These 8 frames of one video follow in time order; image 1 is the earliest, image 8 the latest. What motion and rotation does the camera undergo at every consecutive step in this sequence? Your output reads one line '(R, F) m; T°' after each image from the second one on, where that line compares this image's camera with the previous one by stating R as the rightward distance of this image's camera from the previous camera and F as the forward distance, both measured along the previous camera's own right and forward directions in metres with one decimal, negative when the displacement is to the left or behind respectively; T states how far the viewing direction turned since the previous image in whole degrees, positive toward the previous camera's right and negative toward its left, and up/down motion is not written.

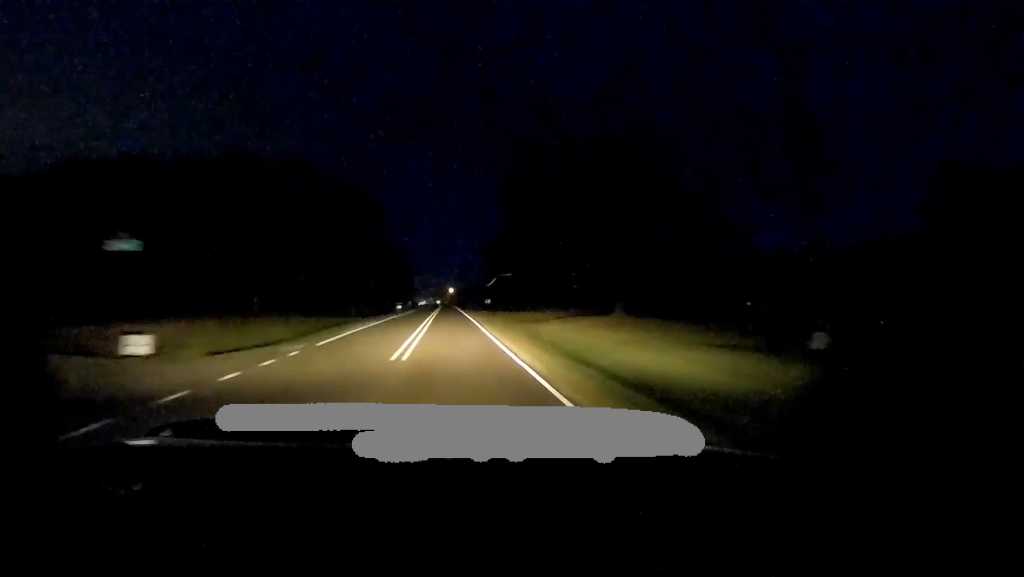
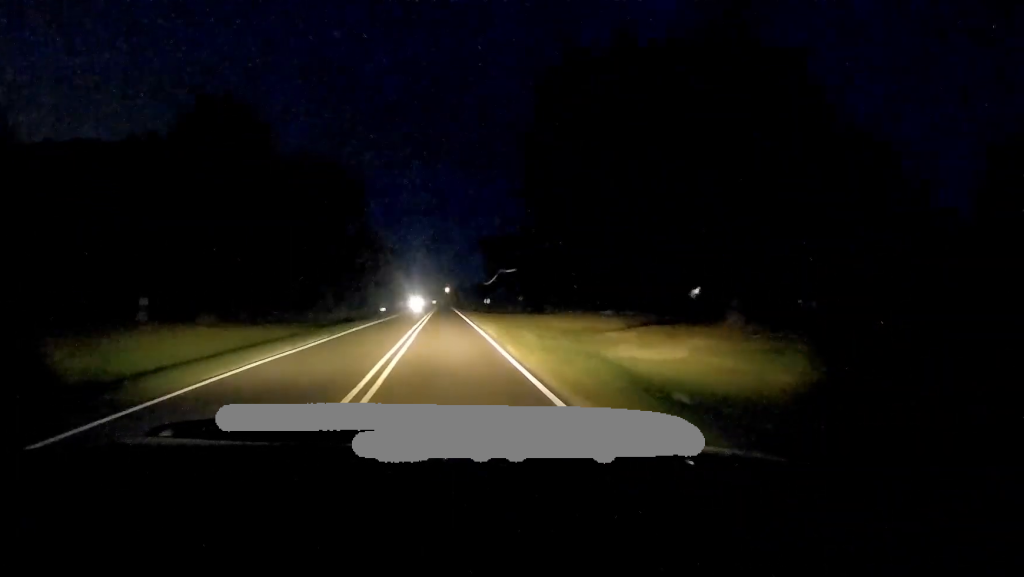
(+0.3, +13.9) m; 0°
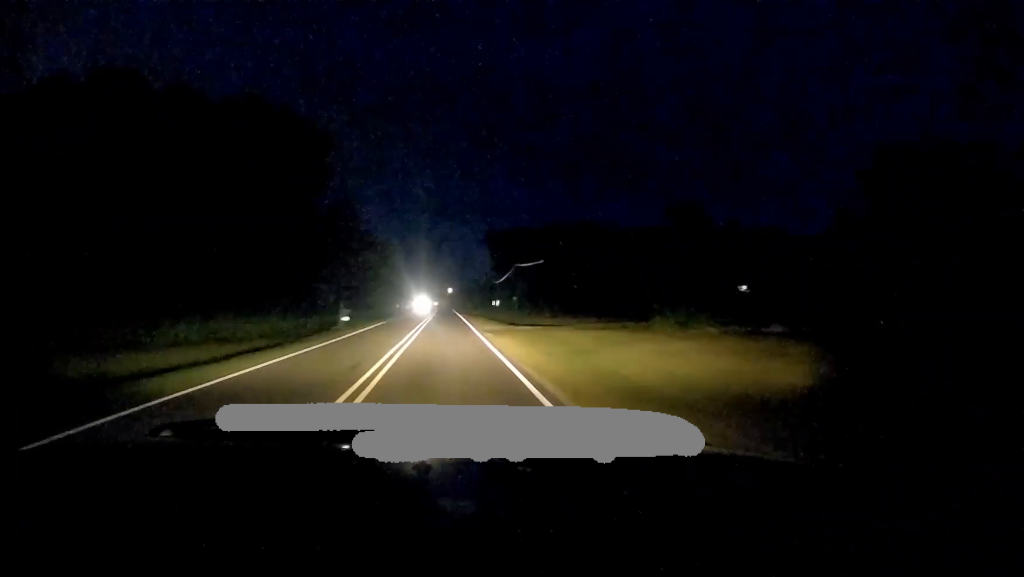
(0.0, +22.1) m; 0°
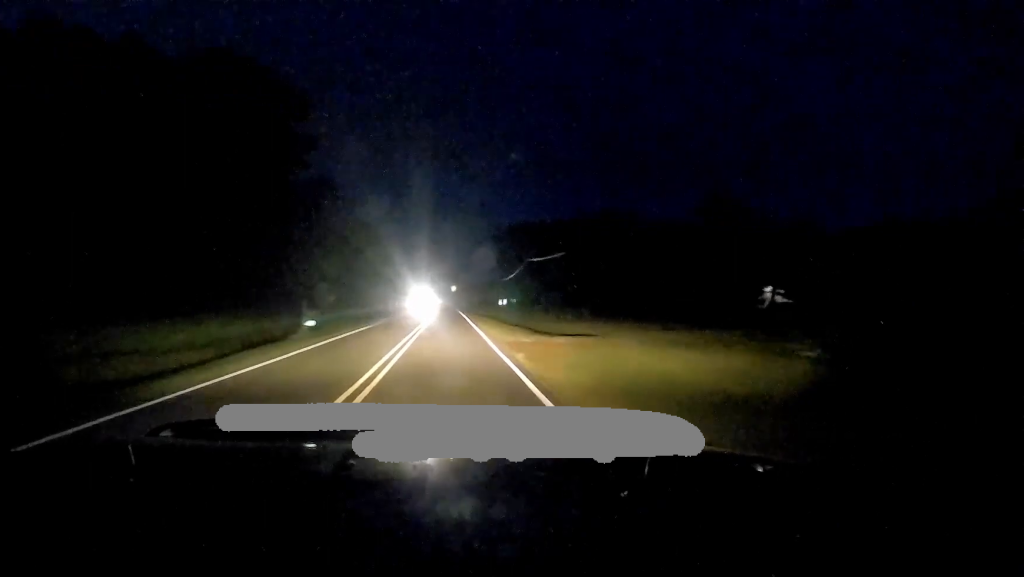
(-0.4, +9.8) m; 0°
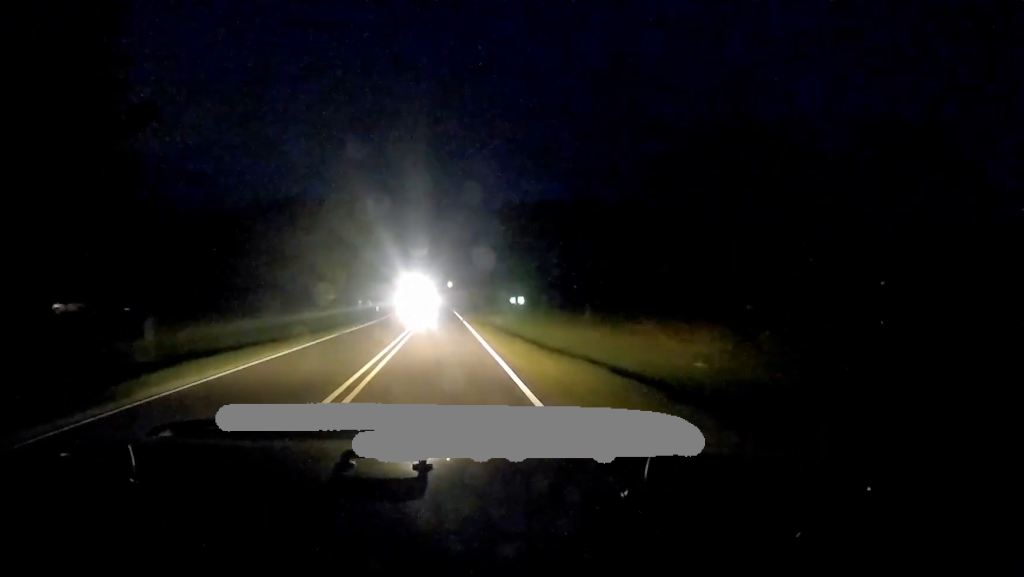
(+0.7, +35.5) m; 0°
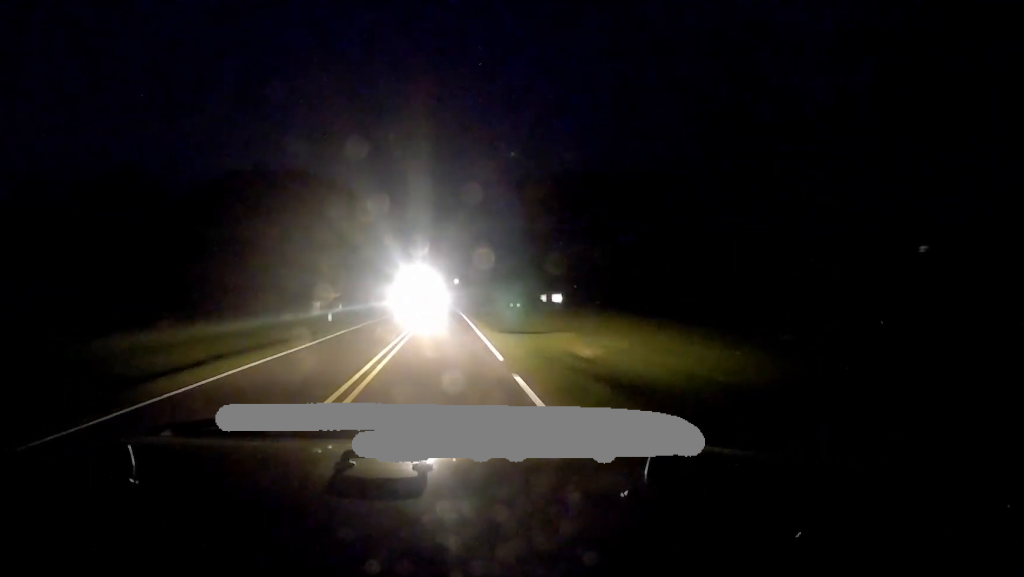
(-0.6, +27.4) m; -1°
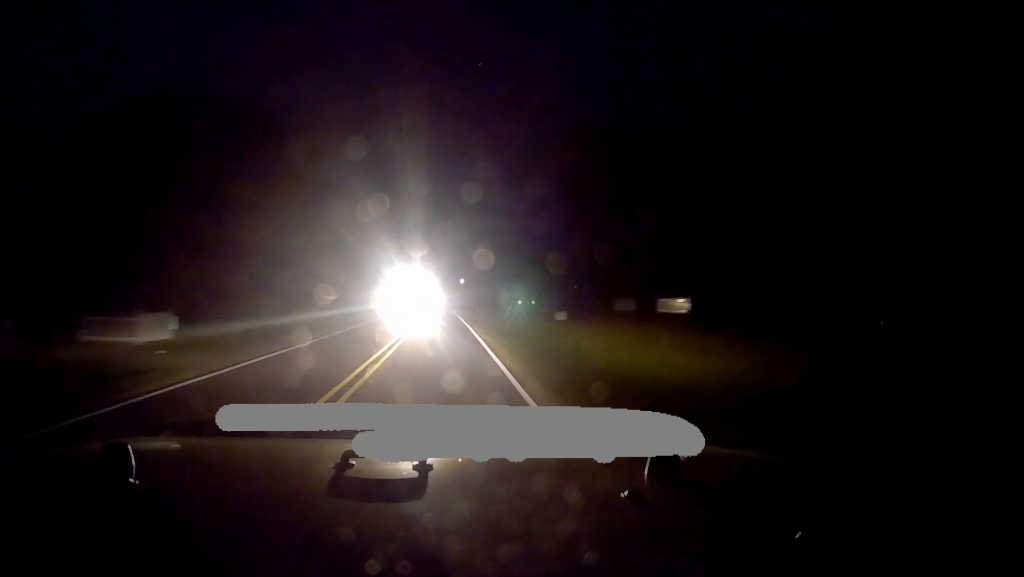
(+0.7, +35.8) m; +1°
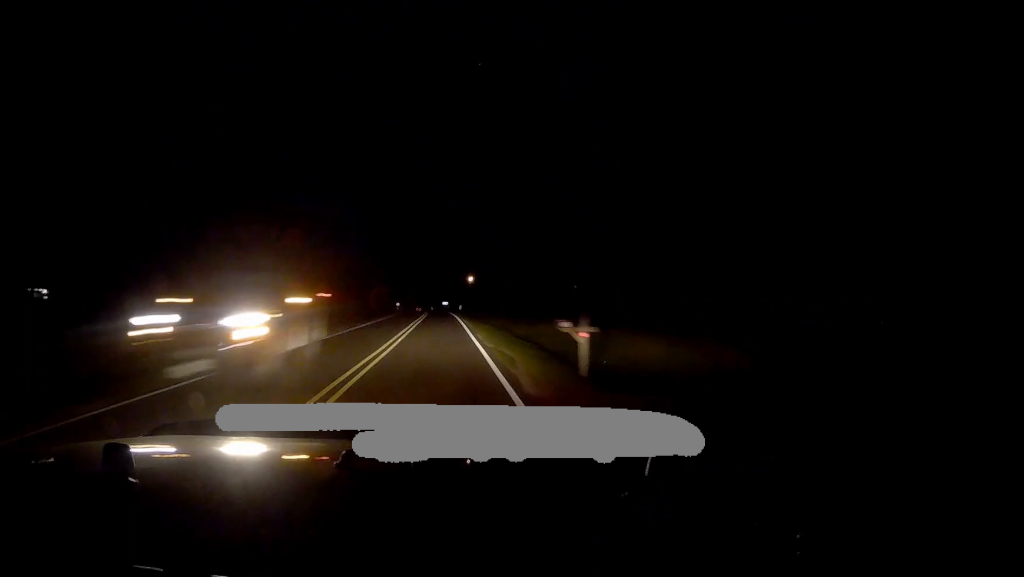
(-0.5, +30.8) m; -2°
